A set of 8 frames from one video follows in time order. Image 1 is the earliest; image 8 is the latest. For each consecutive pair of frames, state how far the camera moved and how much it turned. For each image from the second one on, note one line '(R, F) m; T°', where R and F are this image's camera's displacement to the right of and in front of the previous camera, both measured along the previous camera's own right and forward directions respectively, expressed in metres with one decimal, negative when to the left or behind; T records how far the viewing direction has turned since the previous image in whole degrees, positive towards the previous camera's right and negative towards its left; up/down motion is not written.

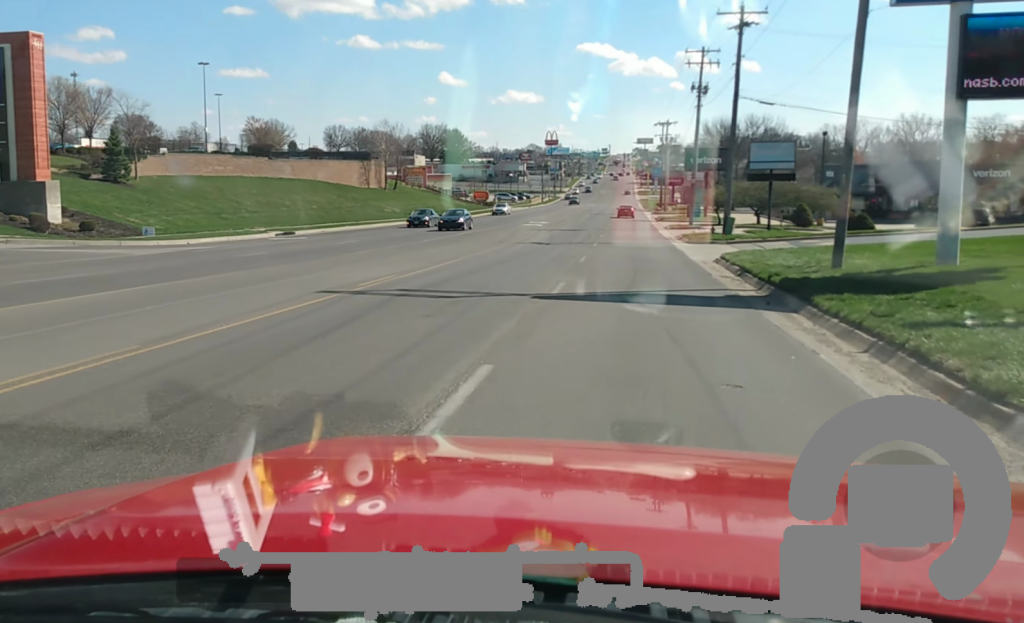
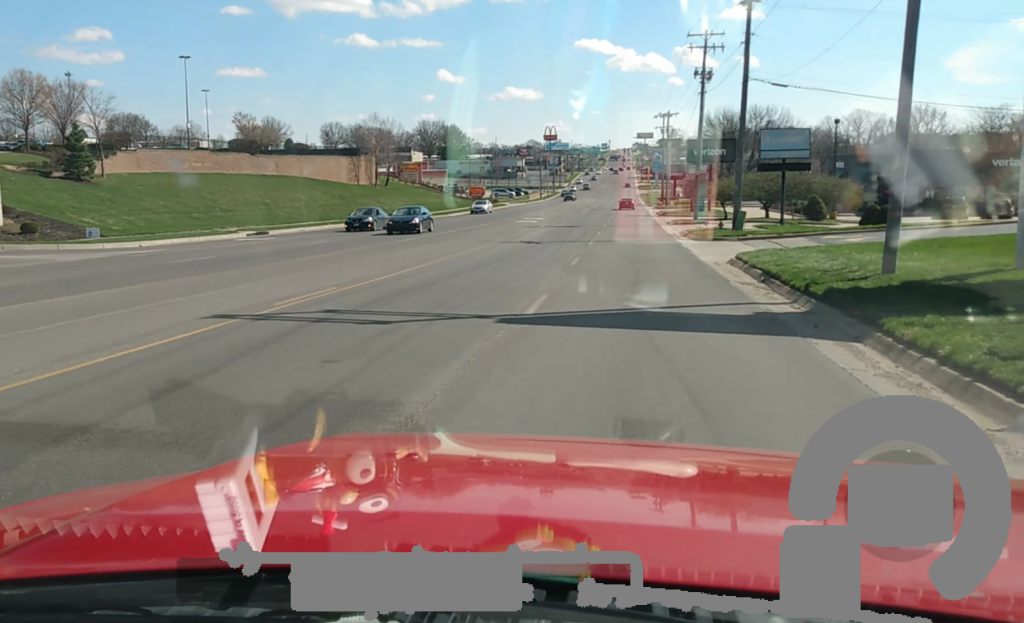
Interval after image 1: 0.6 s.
(-0.2, +4.9) m; -1°
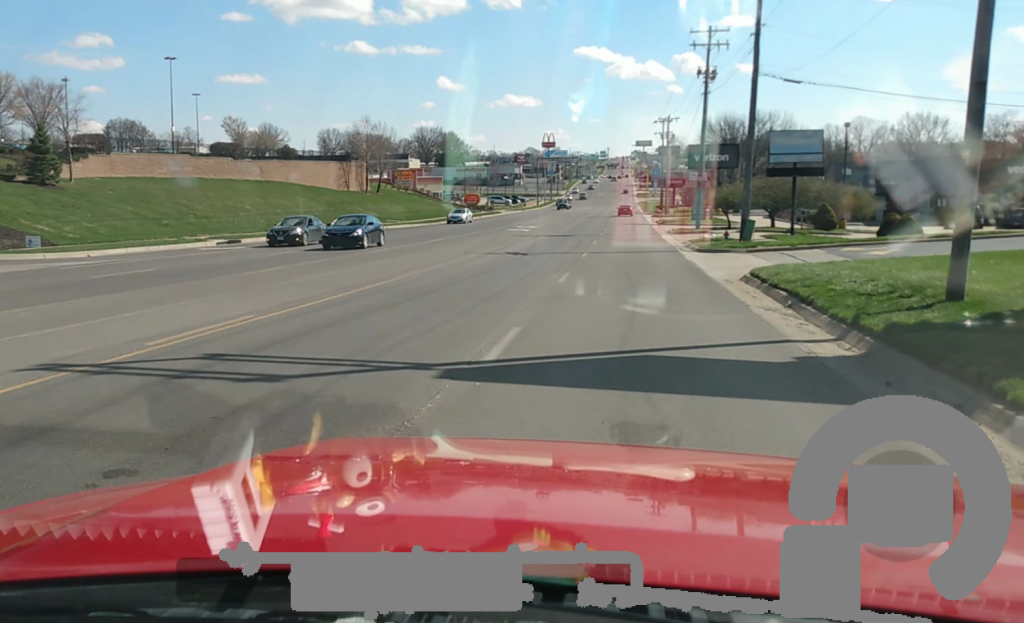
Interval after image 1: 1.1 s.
(0.0, +3.9) m; 0°
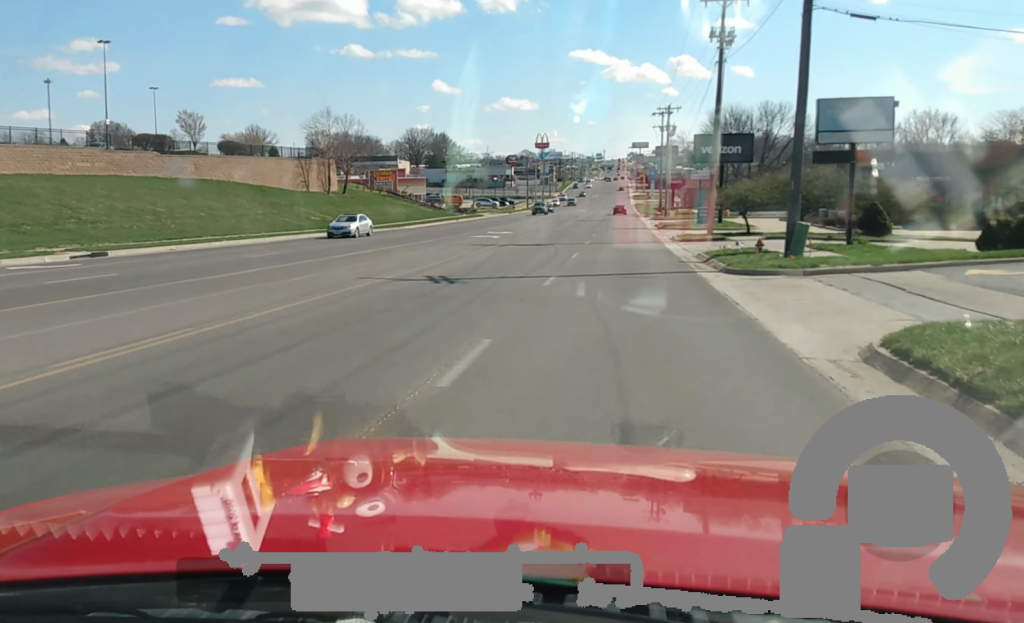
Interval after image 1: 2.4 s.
(+0.2, +13.7) m; -1°
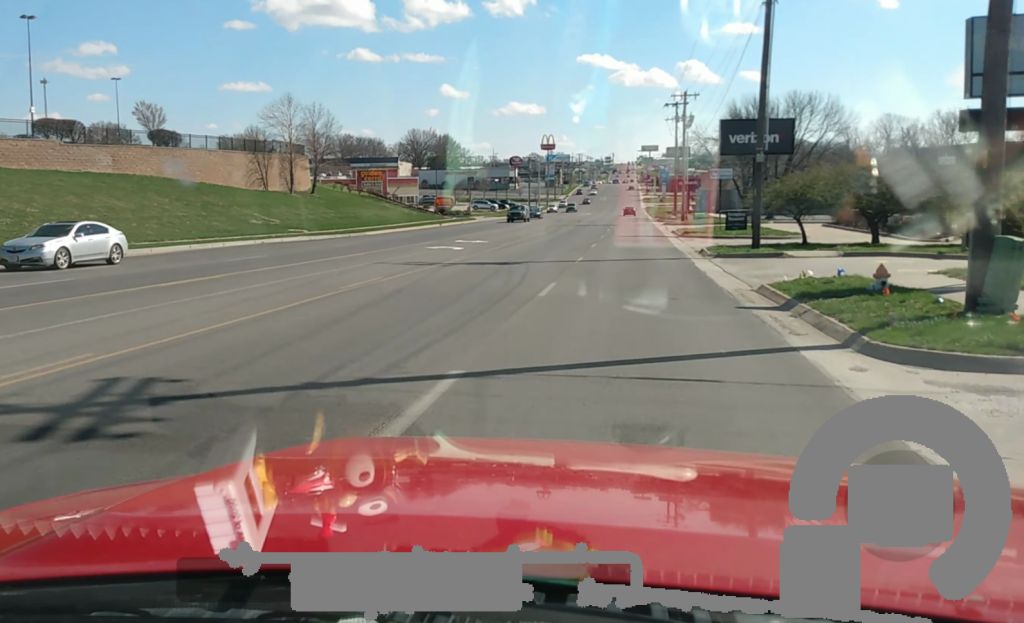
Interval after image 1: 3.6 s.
(-0.5, +14.7) m; -3°
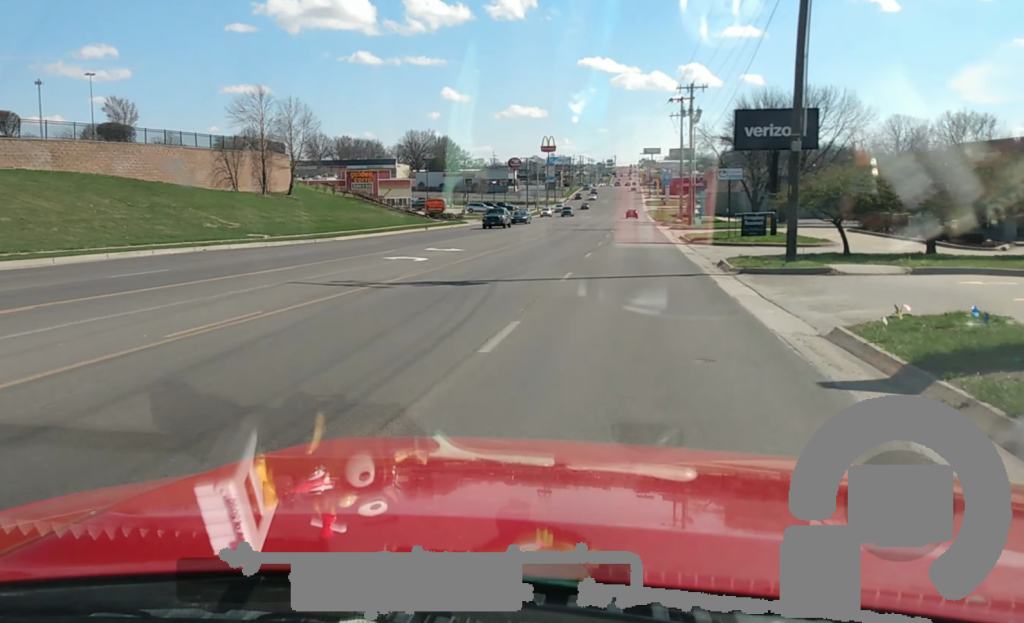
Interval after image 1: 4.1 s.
(-0.1, +7.8) m; 0°
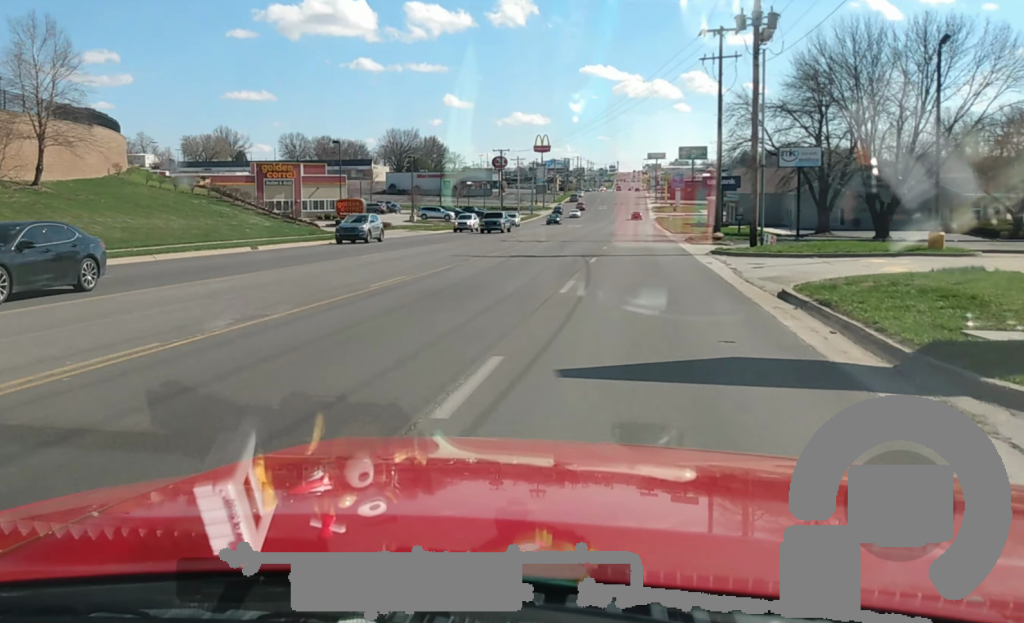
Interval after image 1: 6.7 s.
(+1.8, +40.6) m; +3°
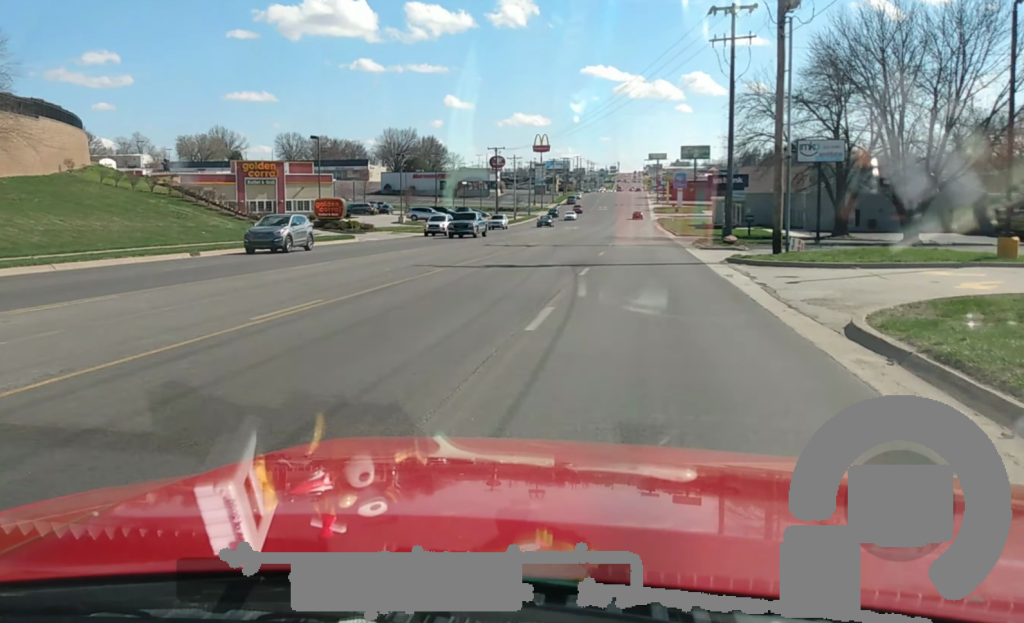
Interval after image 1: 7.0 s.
(-0.1, +6.6) m; -1°
